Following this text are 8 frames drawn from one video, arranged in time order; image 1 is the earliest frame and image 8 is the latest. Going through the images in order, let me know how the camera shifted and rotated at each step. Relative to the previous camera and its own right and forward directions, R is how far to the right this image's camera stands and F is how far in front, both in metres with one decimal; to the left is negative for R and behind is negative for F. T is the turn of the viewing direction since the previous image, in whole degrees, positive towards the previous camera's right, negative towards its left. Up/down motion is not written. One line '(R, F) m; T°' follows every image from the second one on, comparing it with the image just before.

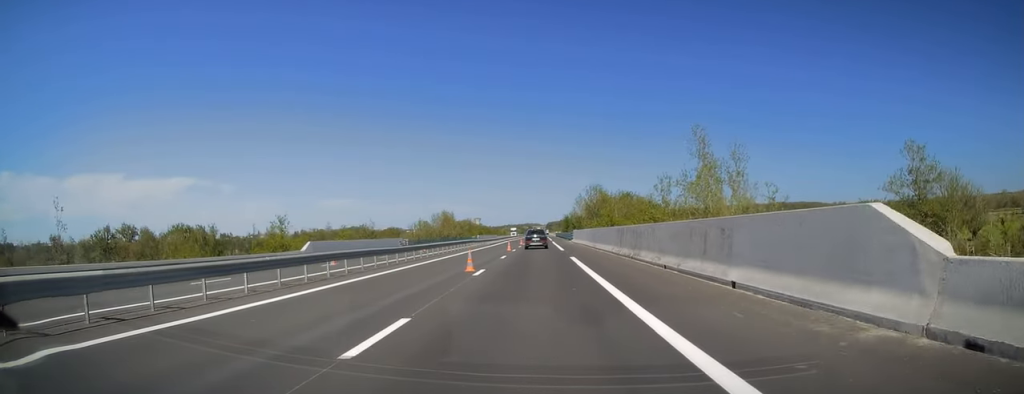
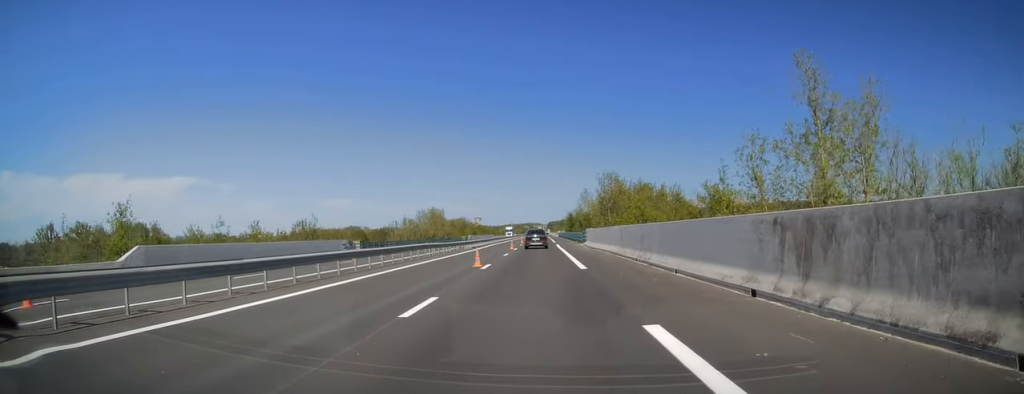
(-0.3, +22.7) m; 0°
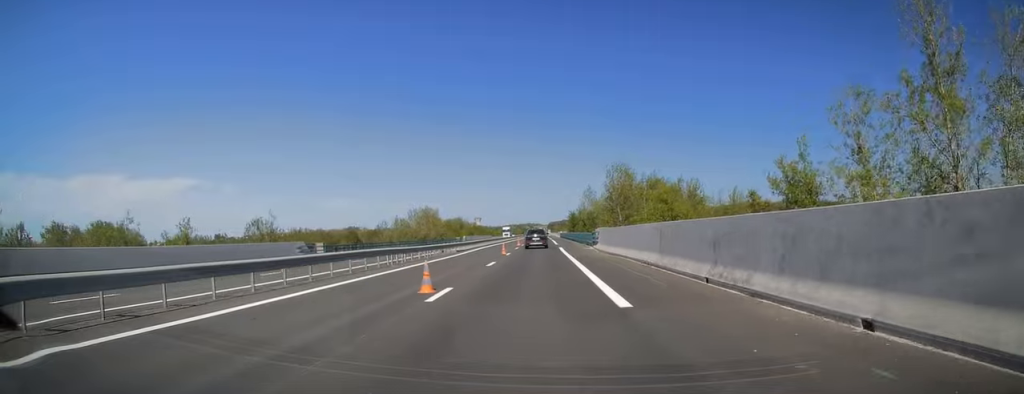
(+0.2, +10.7) m; +1°
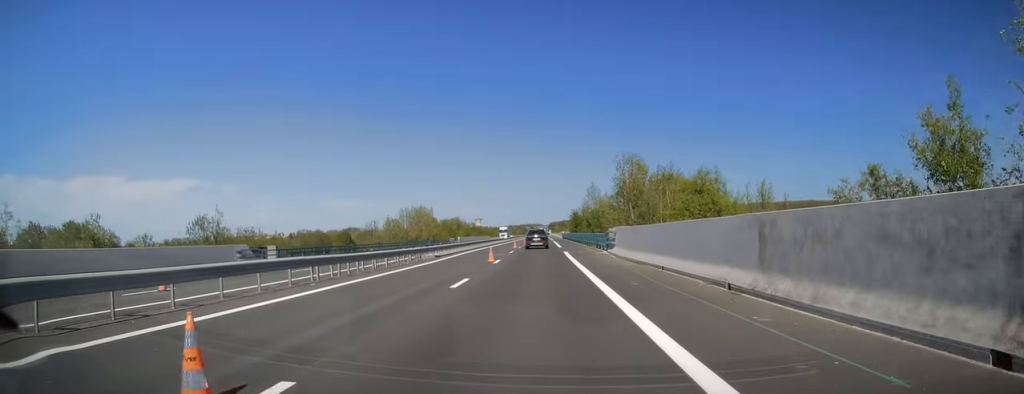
(0.0, +9.7) m; 0°
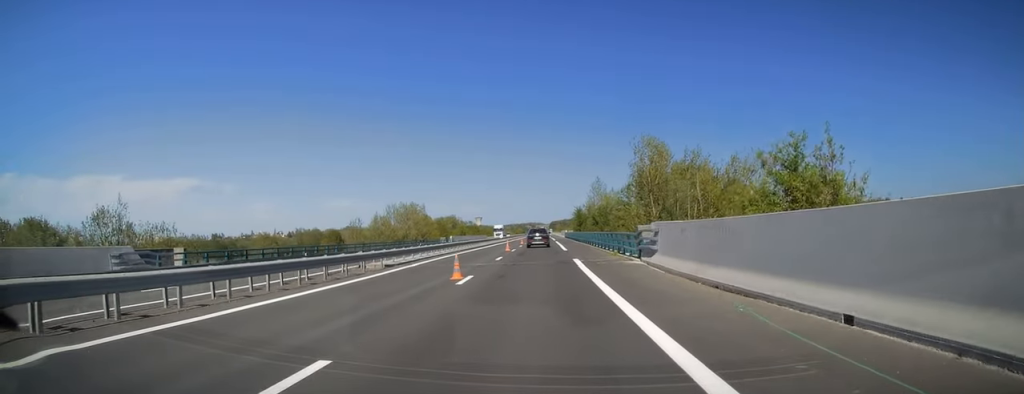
(0.0, +12.0) m; 0°
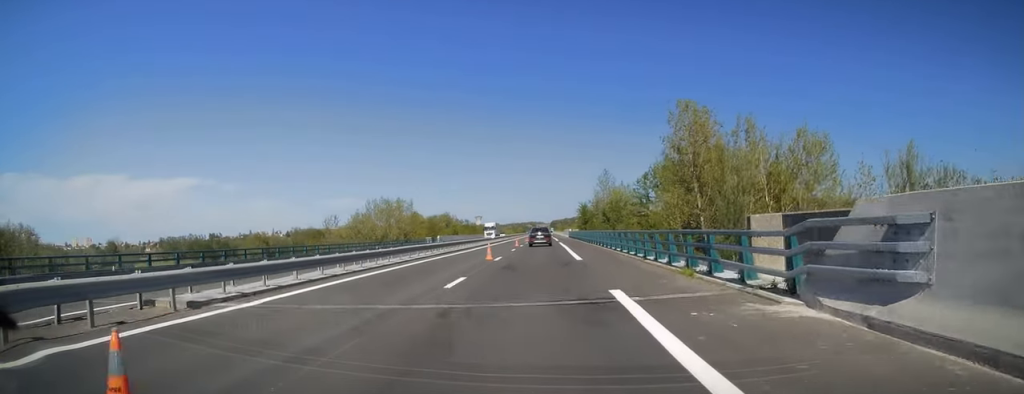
(0.0, +15.0) m; -1°
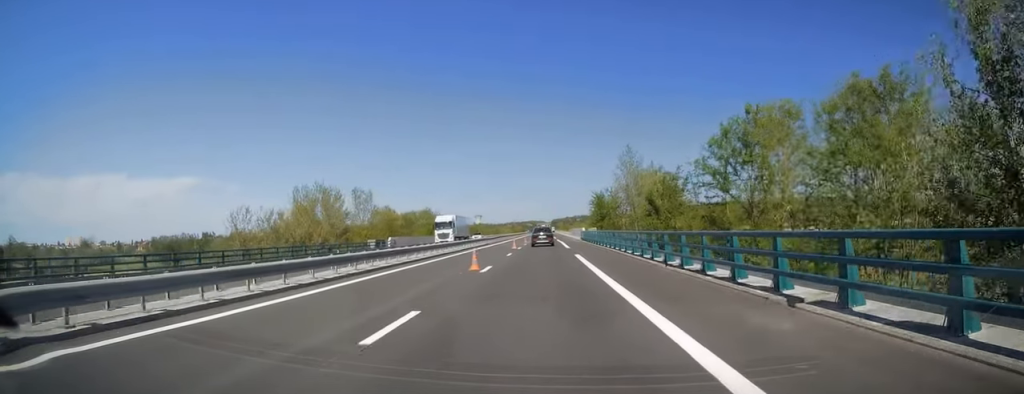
(-0.4, +33.1) m; 0°
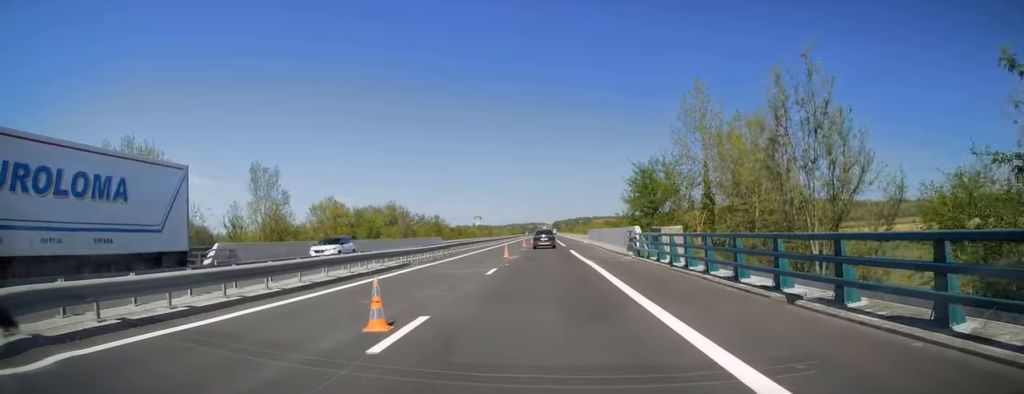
(+0.1, +39.5) m; 0°
